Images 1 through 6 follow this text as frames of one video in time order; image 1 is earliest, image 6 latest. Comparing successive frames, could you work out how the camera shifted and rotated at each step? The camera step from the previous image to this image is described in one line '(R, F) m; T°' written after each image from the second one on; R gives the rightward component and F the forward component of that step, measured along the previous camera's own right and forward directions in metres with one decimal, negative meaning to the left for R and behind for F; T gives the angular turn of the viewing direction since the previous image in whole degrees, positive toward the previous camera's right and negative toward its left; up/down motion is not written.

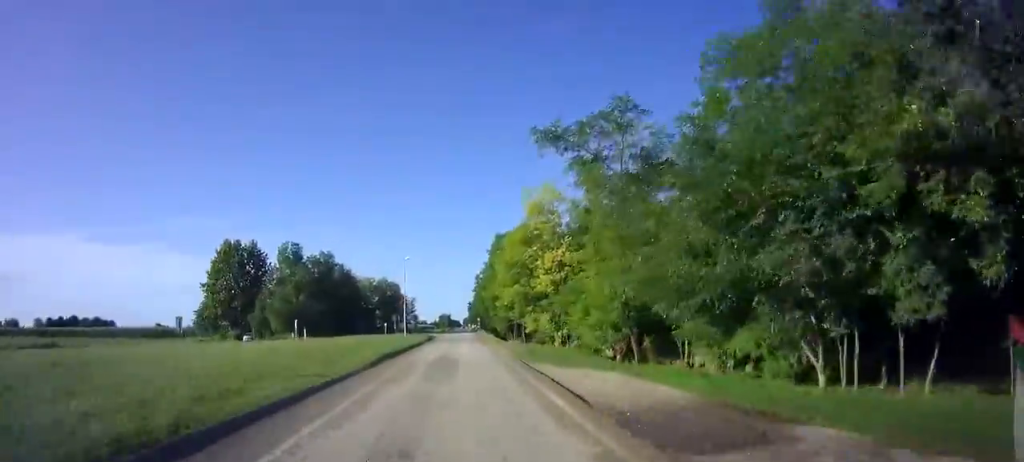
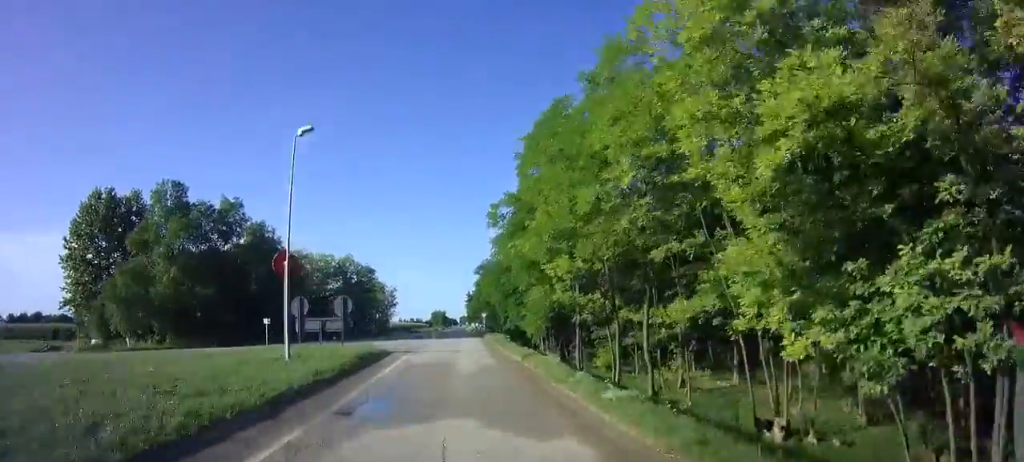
(+0.3, +34.7) m; 0°
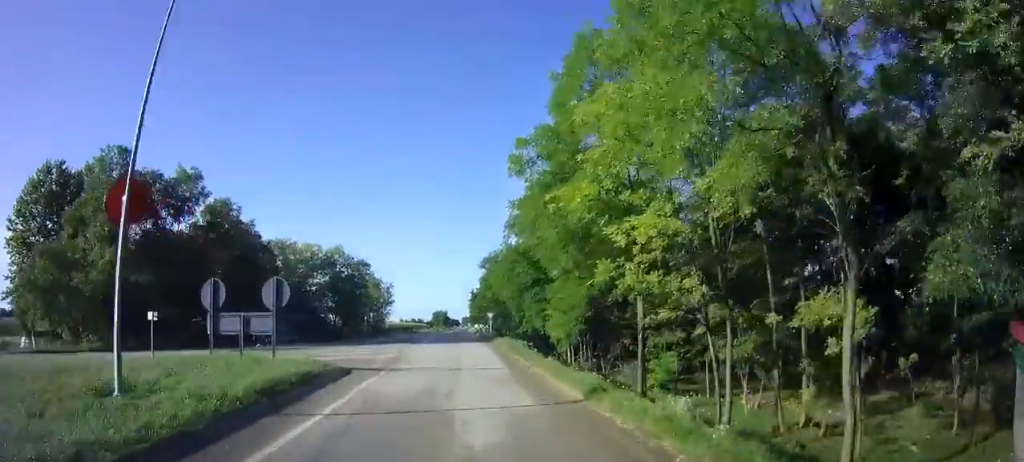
(-0.1, +9.6) m; 0°
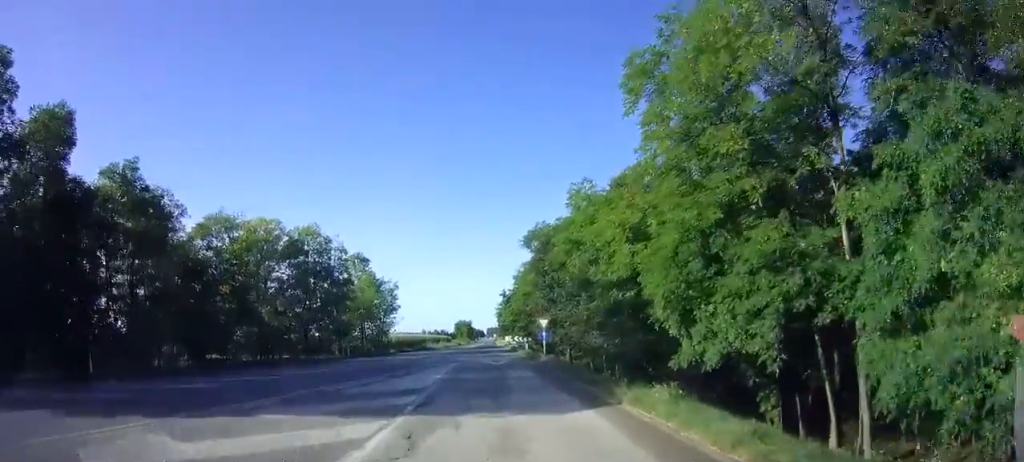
(-0.2, +24.6) m; -1°
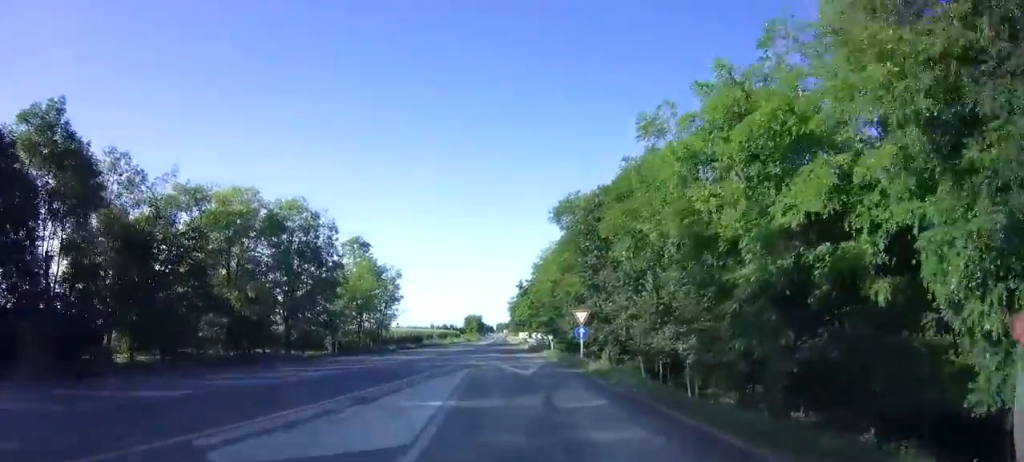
(0.0, +7.2) m; 0°
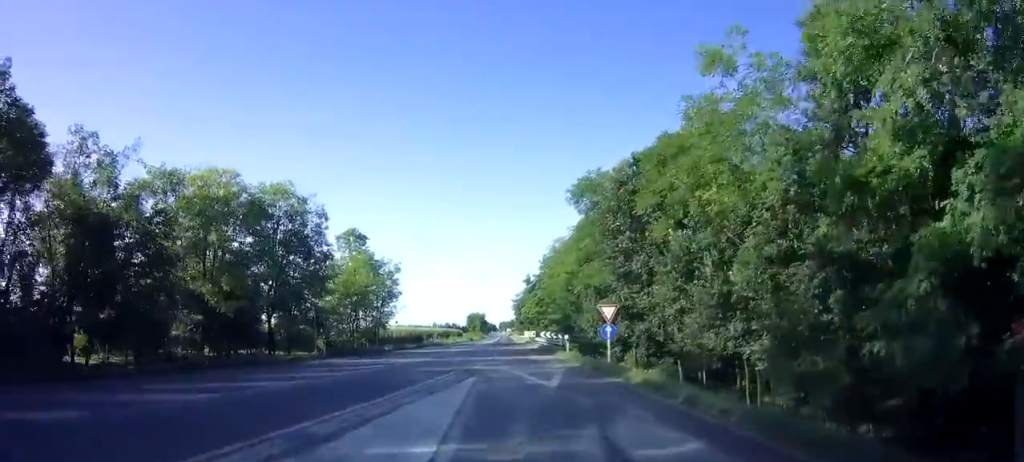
(0.0, +3.9) m; 0°
